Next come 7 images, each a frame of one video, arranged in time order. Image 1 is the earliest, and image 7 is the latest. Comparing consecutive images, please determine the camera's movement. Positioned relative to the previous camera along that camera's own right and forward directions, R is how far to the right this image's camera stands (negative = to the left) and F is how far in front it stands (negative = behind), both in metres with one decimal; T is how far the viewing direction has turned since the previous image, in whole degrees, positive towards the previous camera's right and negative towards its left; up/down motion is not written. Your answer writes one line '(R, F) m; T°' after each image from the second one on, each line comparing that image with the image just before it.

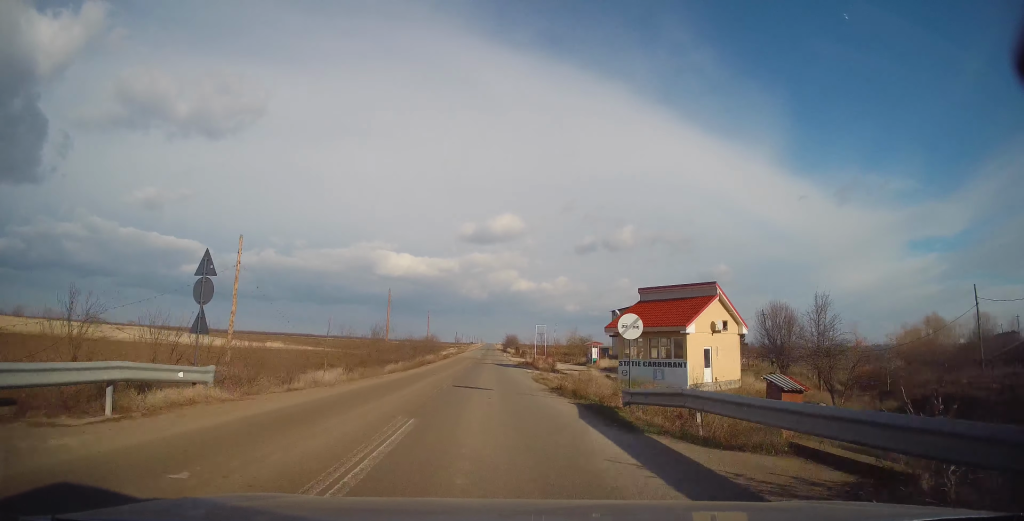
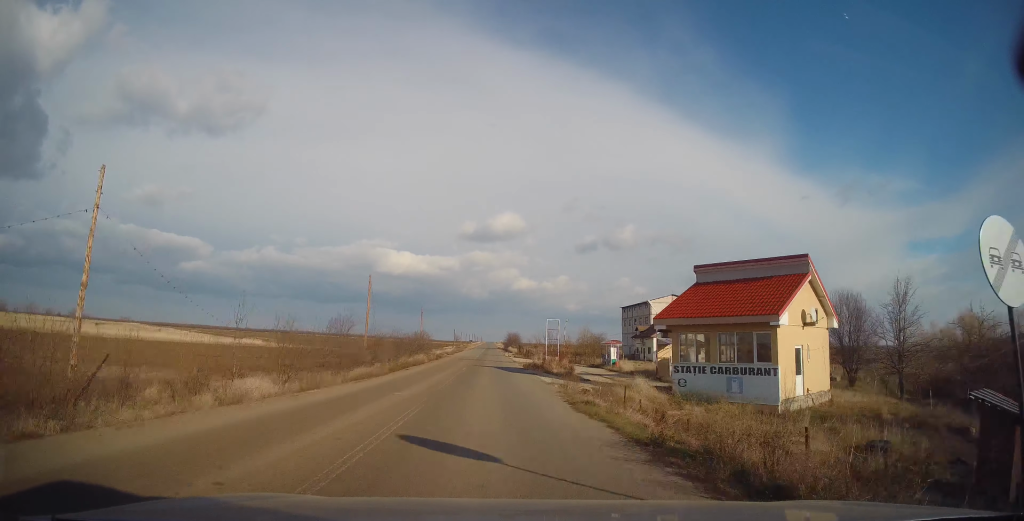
(-0.1, +10.5) m; 0°
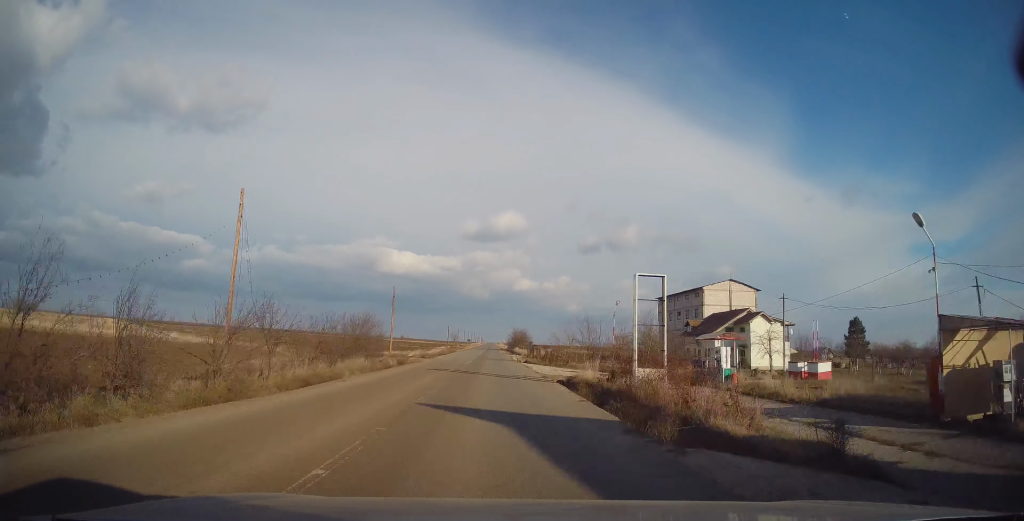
(+0.1, +26.9) m; +2°
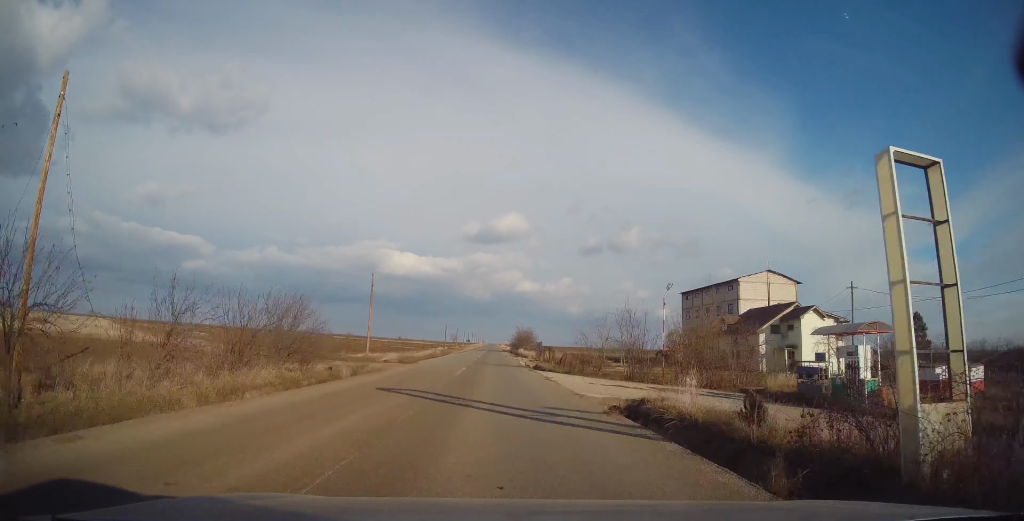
(+0.2, +11.7) m; 0°
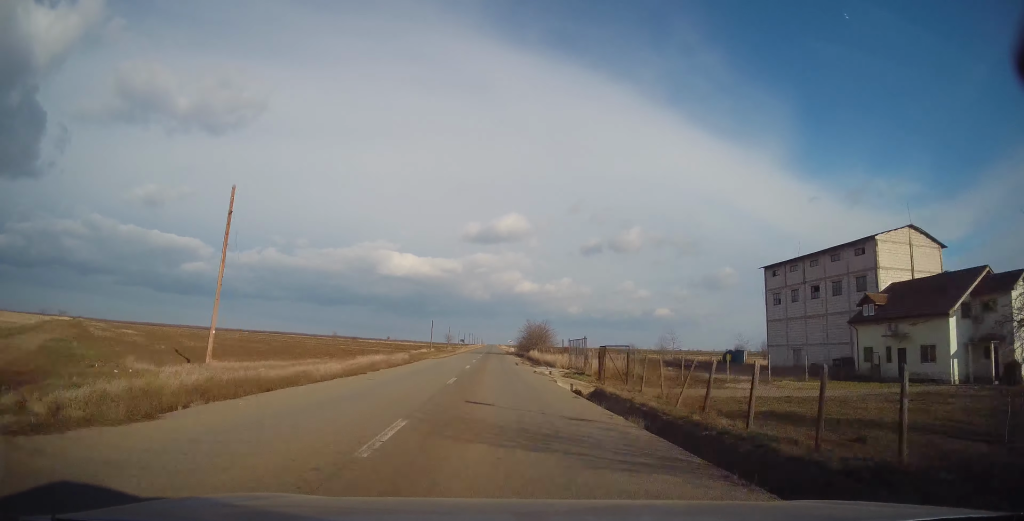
(-0.2, +28.7) m; -1°
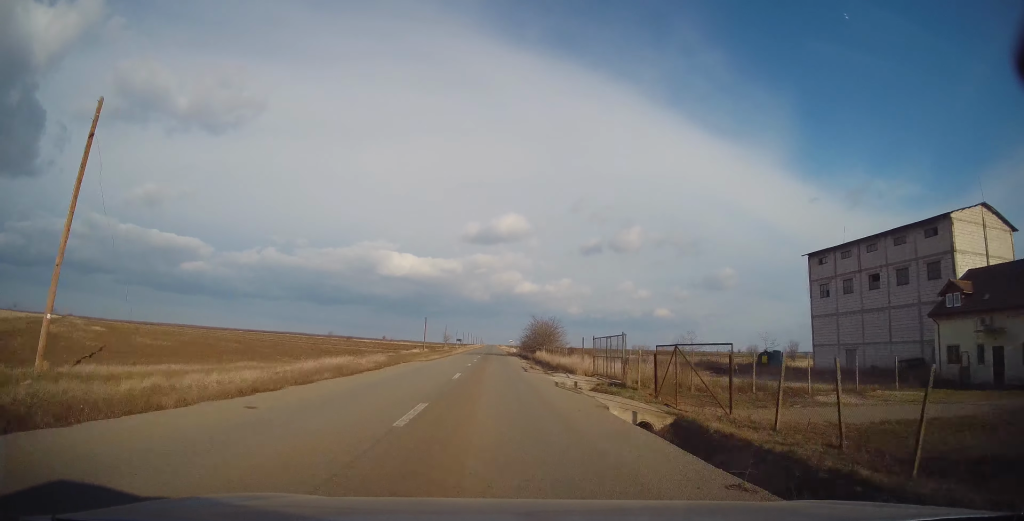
(-0.1, +9.6) m; 0°
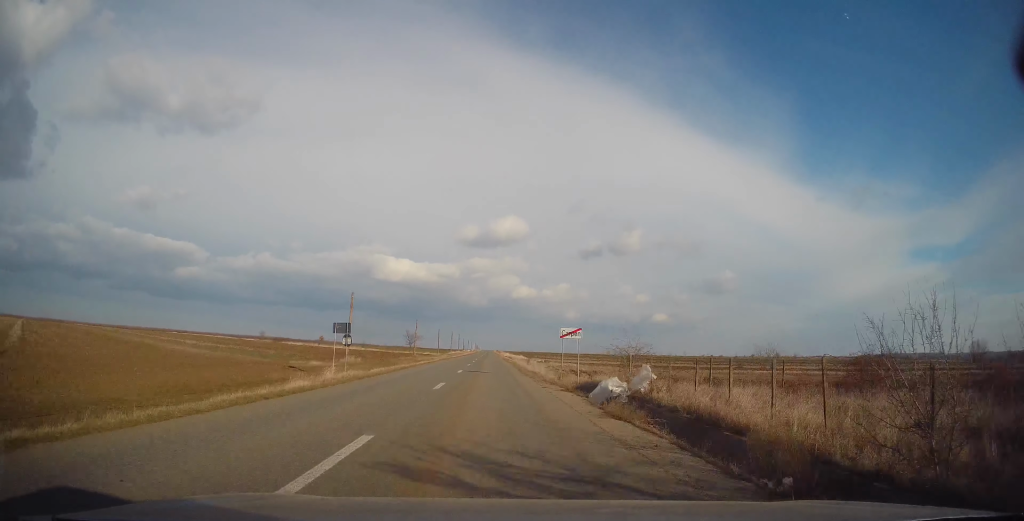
(+0.3, +84.6) m; 0°
